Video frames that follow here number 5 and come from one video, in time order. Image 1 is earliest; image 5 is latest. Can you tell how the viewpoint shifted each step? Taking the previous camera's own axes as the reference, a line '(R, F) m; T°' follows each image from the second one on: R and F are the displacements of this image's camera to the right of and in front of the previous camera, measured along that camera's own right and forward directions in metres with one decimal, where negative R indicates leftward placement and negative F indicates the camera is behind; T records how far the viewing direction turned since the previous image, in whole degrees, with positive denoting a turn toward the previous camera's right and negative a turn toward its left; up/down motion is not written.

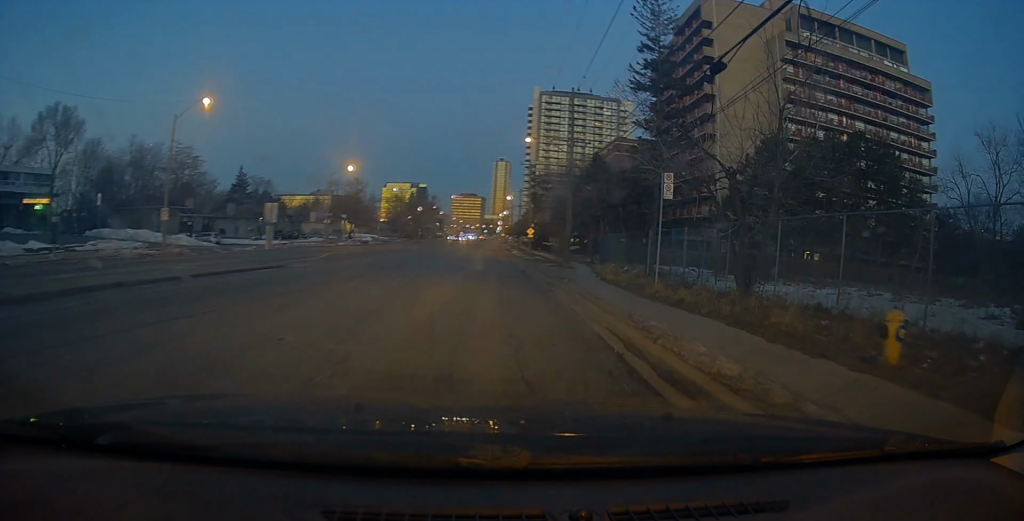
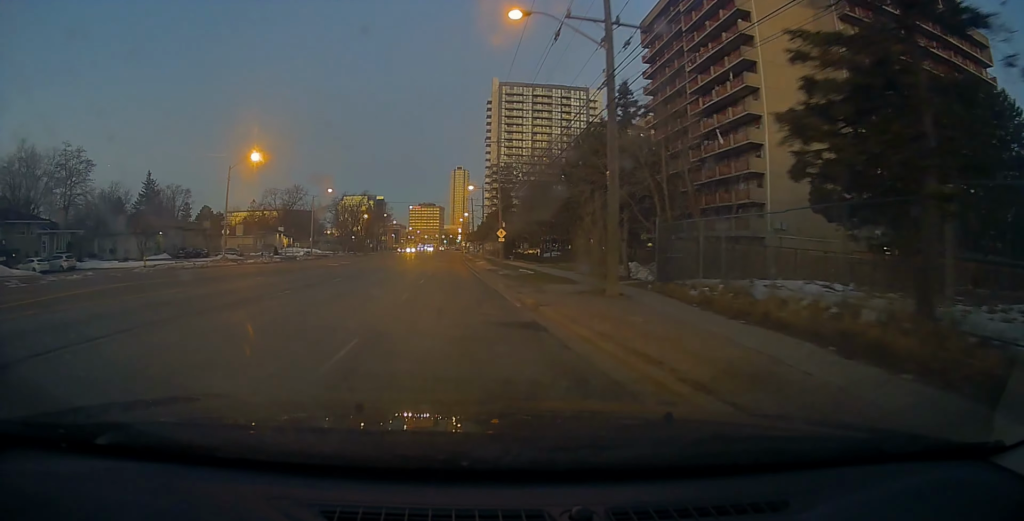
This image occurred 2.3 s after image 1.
(+0.2, +22.3) m; 0°
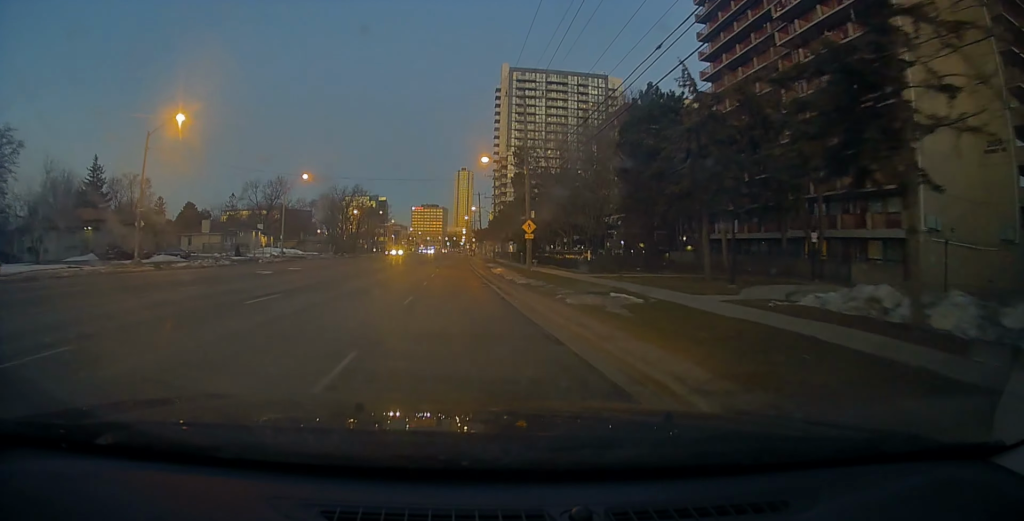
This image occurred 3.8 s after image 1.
(-0.3, +18.8) m; -1°
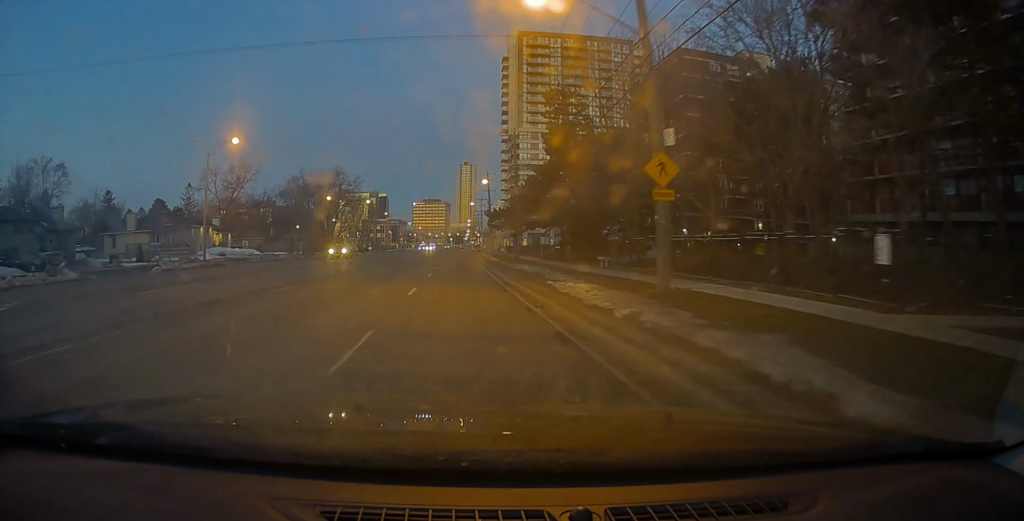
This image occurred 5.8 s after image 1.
(-0.7, +26.8) m; -2°
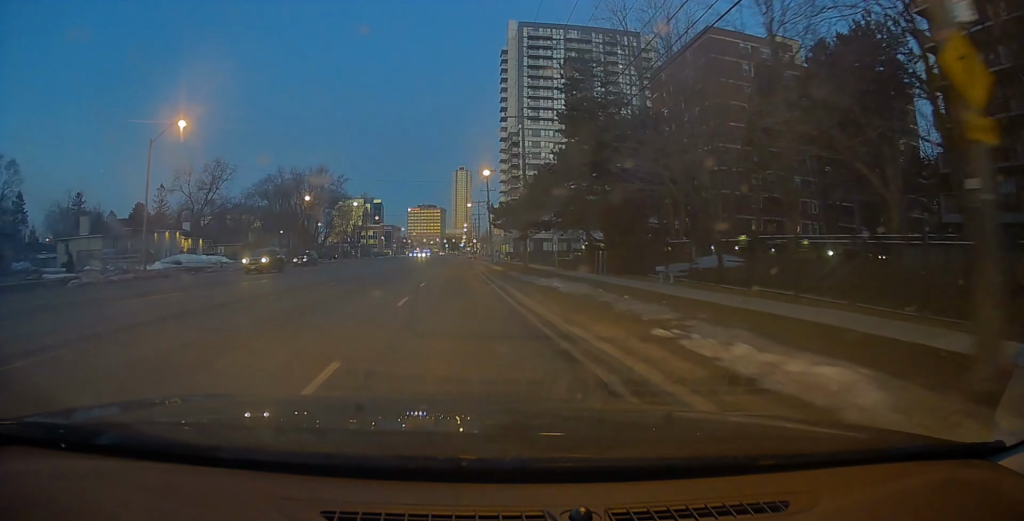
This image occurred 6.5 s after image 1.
(+0.3, +10.8) m; +2°
